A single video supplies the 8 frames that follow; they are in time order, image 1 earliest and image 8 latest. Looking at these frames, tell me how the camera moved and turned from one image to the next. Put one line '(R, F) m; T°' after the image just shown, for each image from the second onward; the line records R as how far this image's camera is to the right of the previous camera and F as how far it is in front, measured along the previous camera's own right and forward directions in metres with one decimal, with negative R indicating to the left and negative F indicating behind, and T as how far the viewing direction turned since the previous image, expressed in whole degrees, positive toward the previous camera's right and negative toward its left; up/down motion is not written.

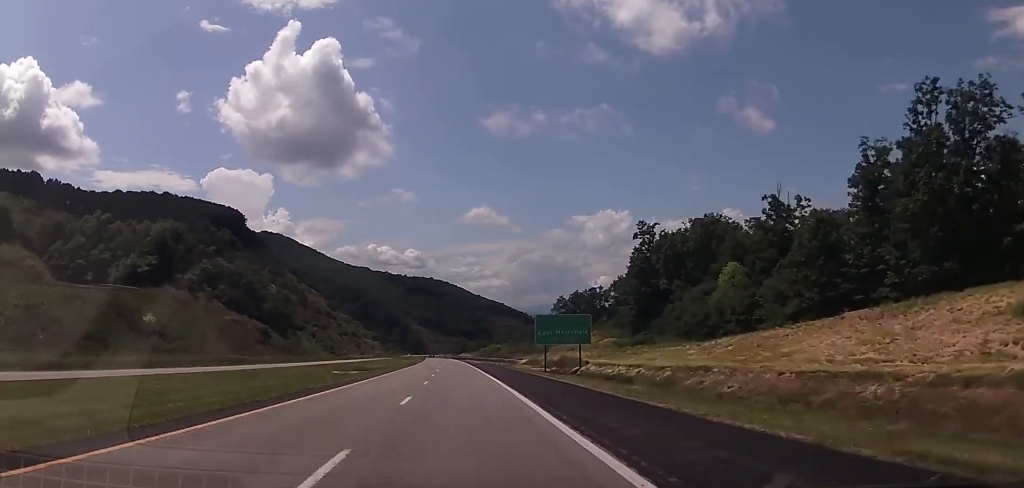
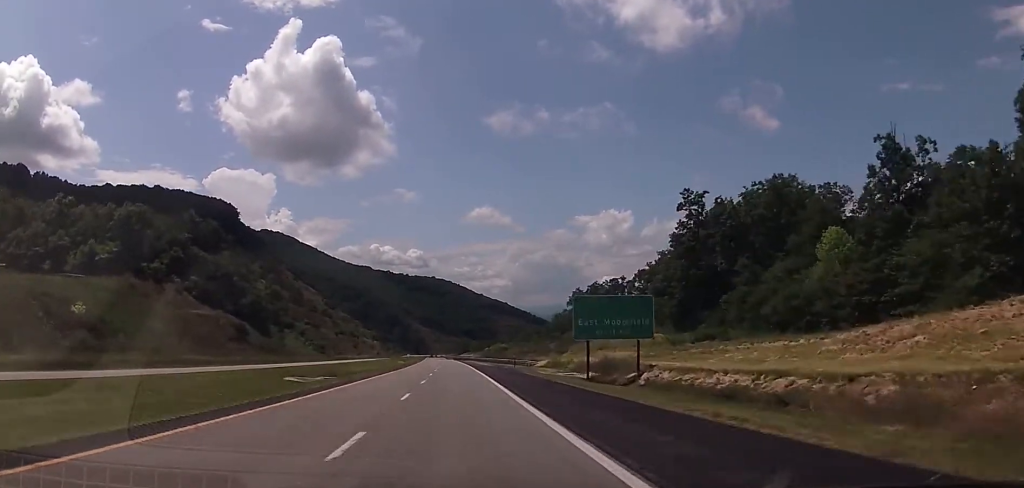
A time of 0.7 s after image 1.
(-0.3, +22.4) m; -1°
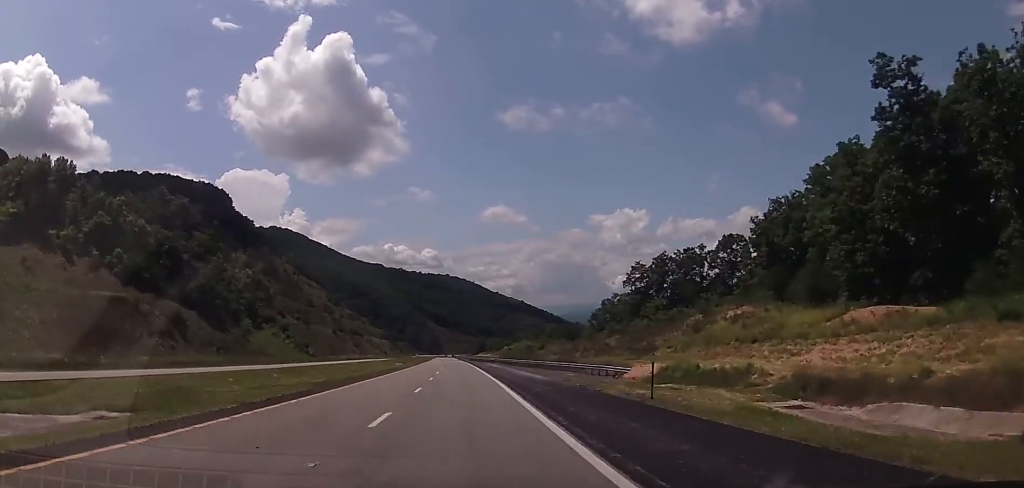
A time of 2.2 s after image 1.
(-0.4, +44.5) m; -1°
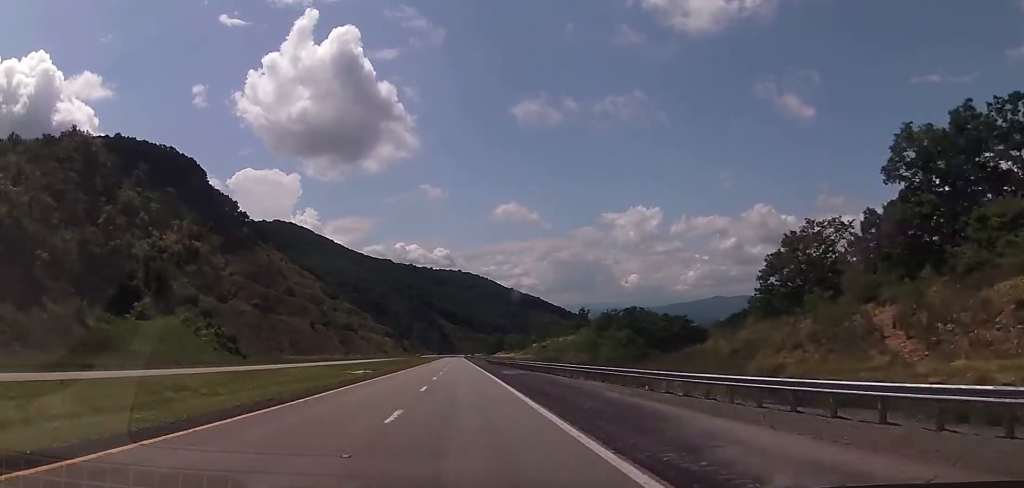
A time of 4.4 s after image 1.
(-0.9, +72.6) m; -1°
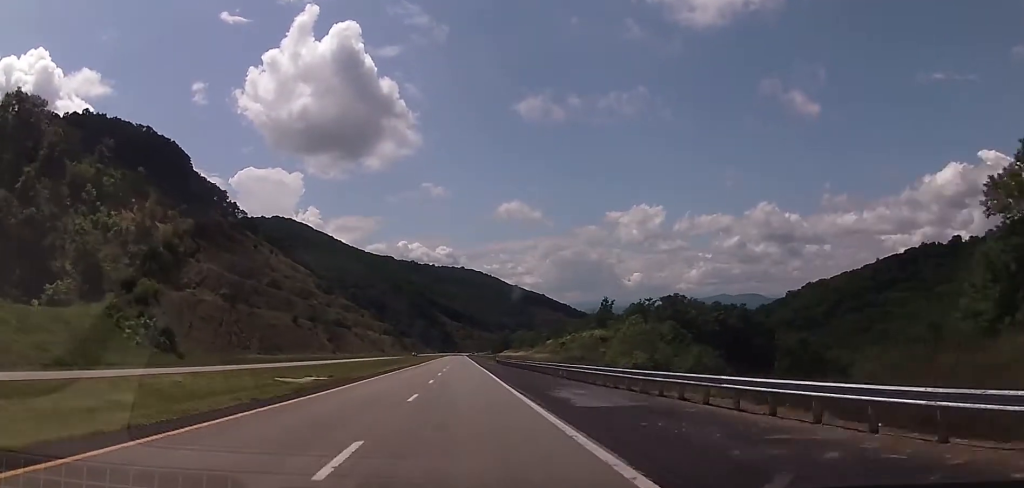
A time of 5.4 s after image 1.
(+0.1, +30.6) m; 0°
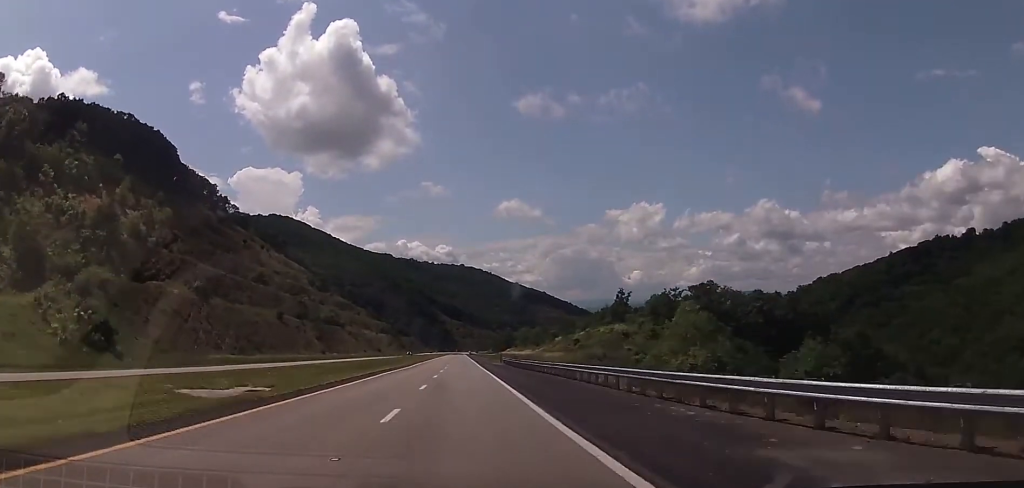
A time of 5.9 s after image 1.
(-0.2, +18.6) m; -1°
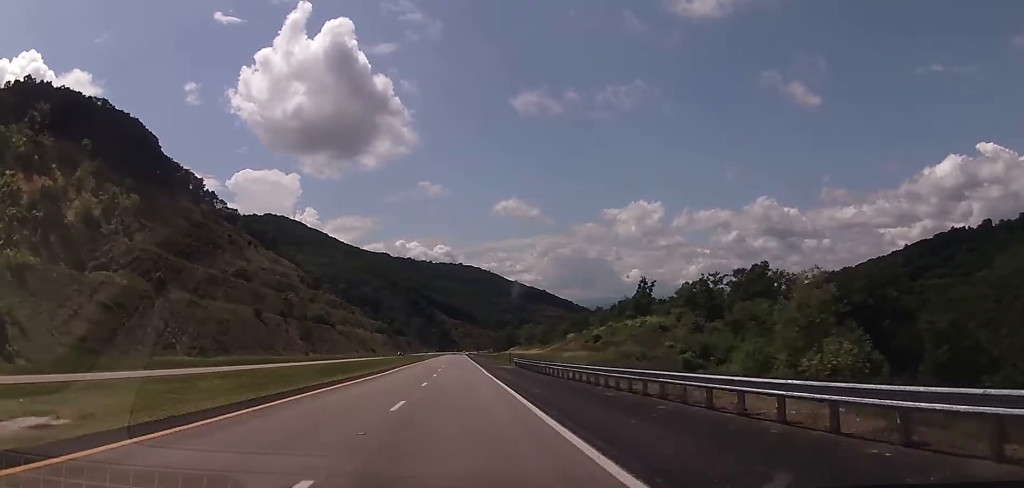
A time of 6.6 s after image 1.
(-0.2, +21.9) m; 0°
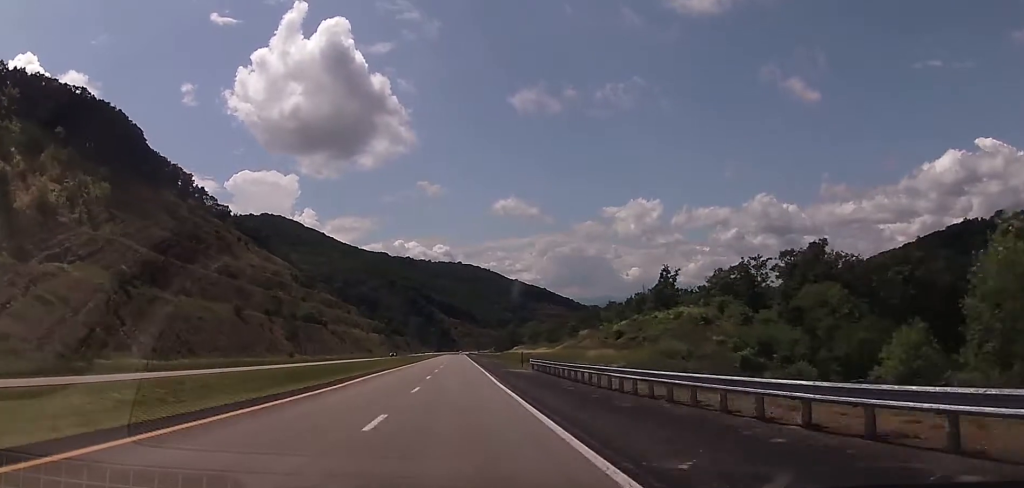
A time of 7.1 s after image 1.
(-0.2, +16.4) m; 0°
